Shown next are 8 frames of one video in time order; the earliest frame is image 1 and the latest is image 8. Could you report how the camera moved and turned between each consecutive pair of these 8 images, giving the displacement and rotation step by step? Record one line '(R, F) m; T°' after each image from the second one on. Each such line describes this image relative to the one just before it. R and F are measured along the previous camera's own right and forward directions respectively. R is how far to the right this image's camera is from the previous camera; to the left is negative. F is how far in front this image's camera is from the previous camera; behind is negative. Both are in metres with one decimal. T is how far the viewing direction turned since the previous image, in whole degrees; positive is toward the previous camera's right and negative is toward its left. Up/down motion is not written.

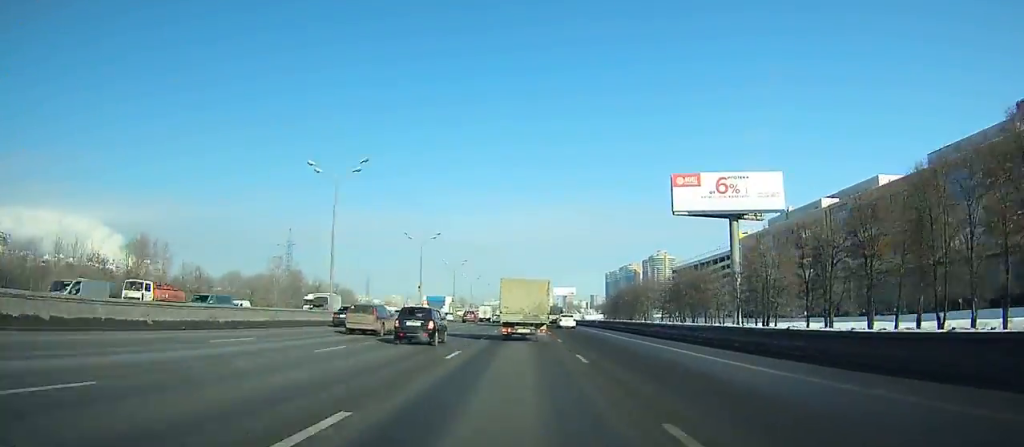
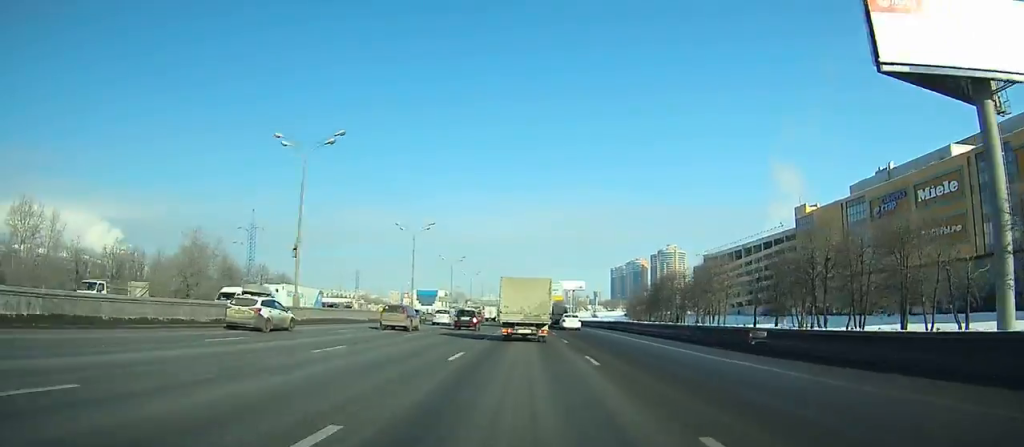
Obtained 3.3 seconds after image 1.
(-0.2, +45.5) m; -1°
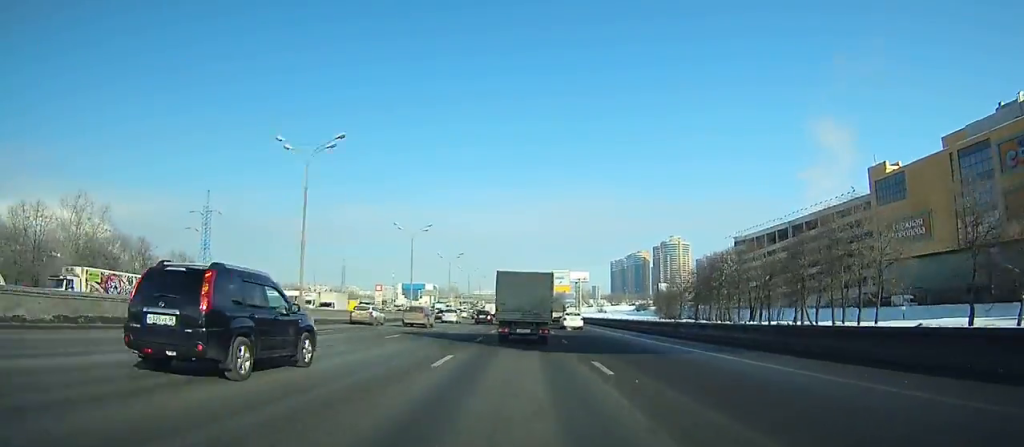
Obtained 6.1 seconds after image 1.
(-0.2, +37.6) m; 0°
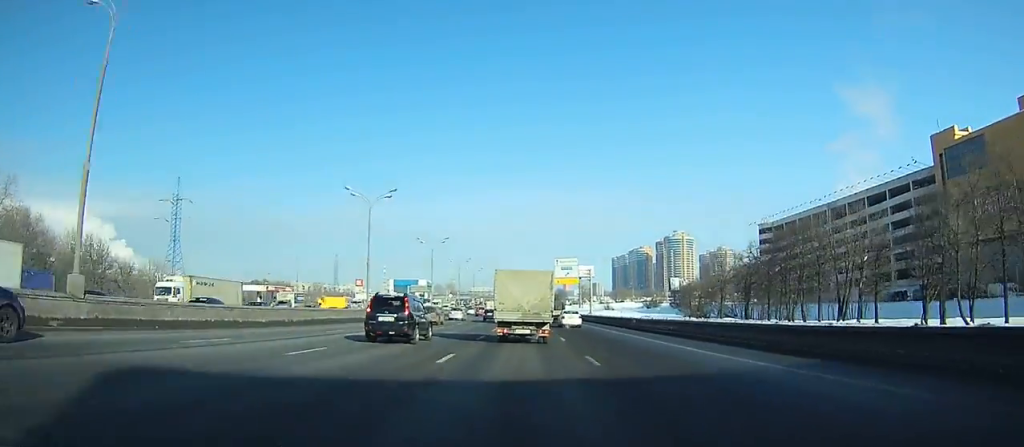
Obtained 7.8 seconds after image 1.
(+0.2, +22.1) m; 0°
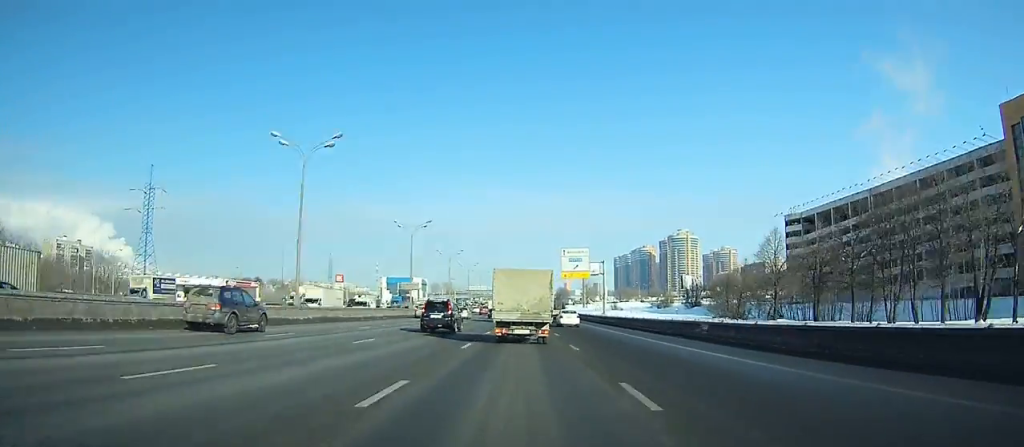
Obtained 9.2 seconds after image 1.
(0.0, +18.0) m; 0°
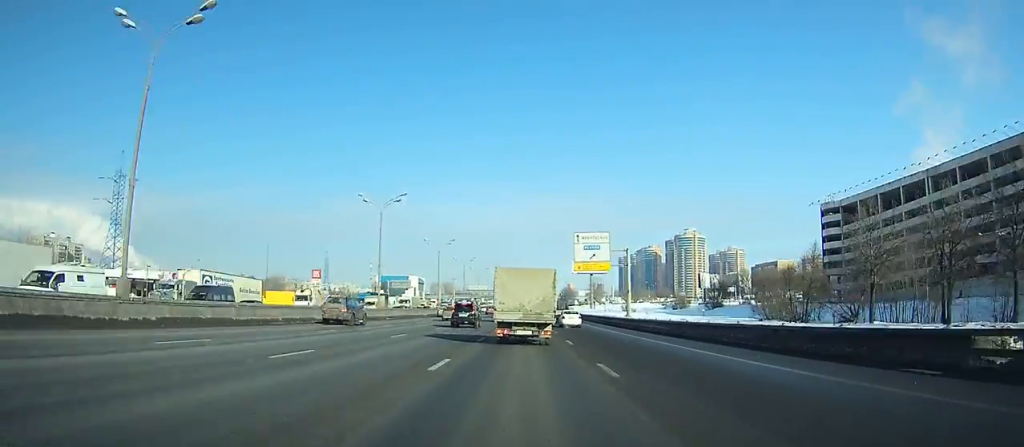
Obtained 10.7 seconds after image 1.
(0.0, +18.9) m; 0°
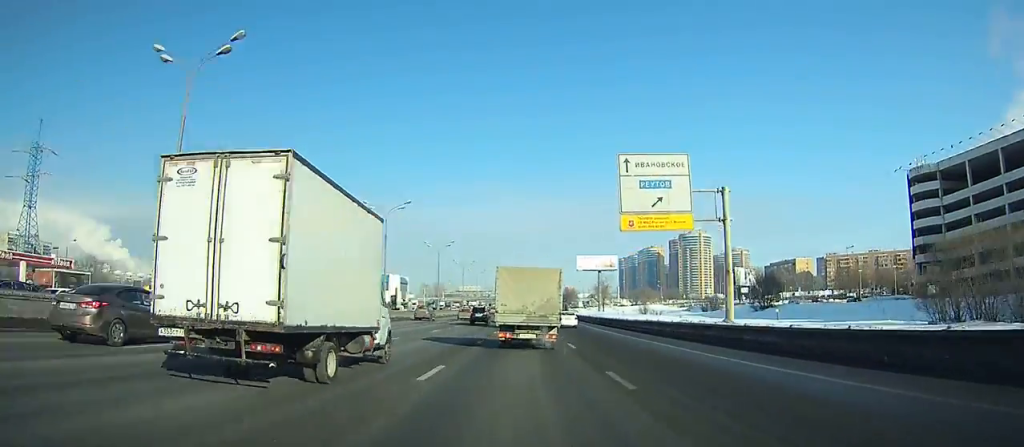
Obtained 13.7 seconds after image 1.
(+0.1, +37.7) m; 0°
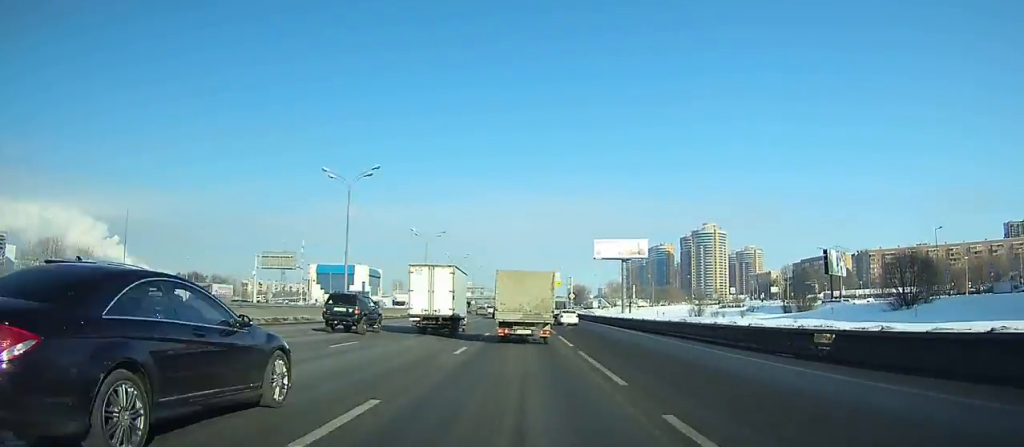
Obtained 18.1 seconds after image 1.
(-0.2, +55.5) m; 0°
